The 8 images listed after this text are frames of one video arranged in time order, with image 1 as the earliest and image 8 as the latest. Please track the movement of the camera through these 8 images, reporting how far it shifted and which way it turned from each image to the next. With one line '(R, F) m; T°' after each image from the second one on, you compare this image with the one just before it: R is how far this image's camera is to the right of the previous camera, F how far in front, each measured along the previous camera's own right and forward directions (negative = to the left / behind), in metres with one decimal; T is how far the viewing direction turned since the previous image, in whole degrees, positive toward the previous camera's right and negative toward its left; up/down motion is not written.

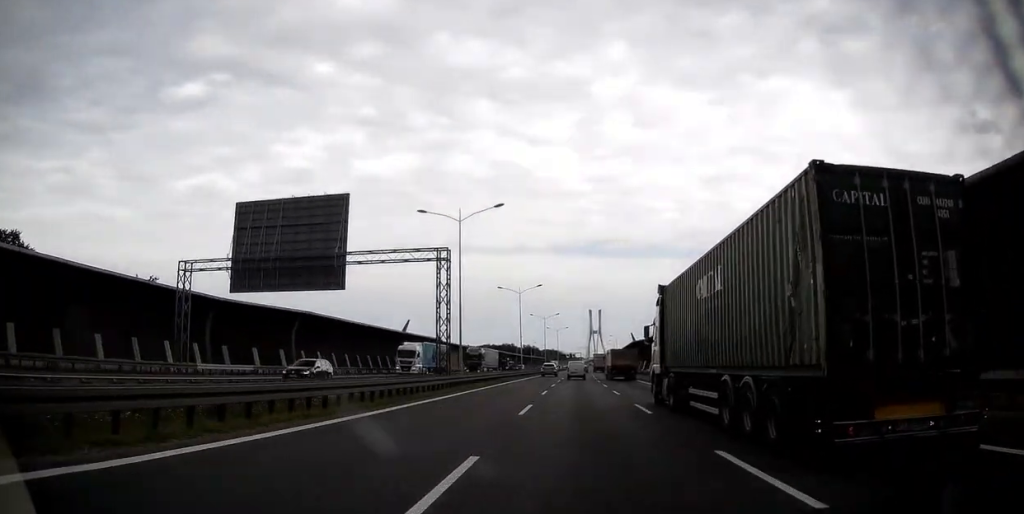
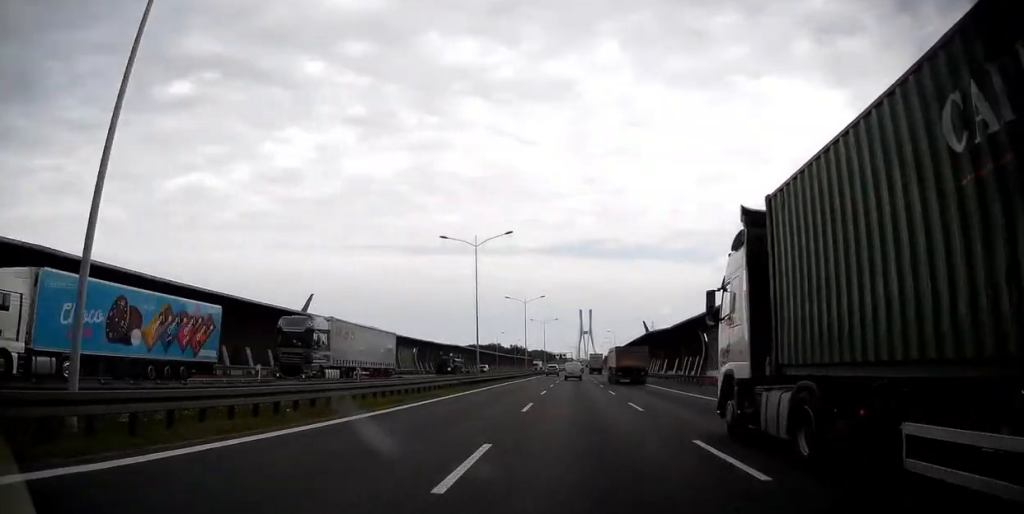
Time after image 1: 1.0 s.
(+0.3, +34.5) m; +1°
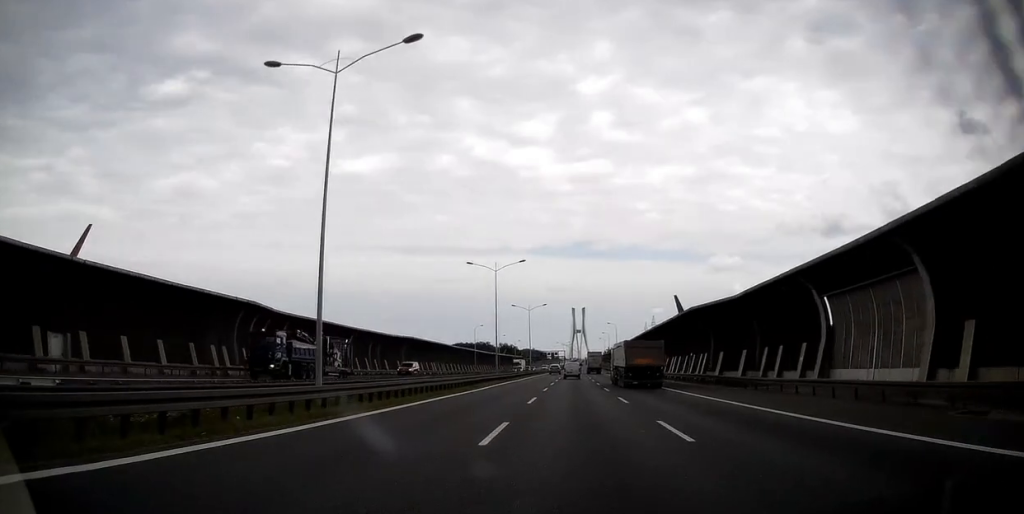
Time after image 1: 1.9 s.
(+0.4, +32.2) m; +1°
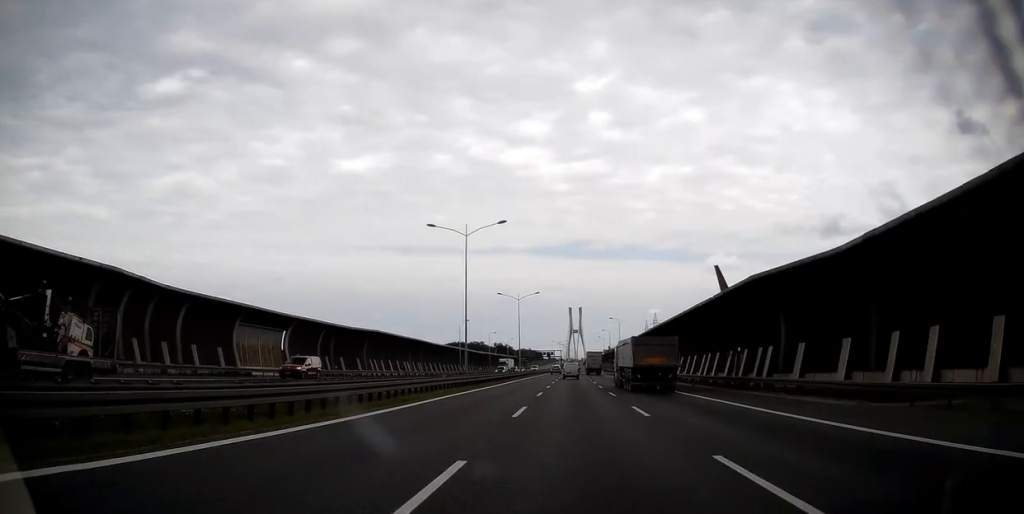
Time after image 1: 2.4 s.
(+0.1, +17.9) m; 0°
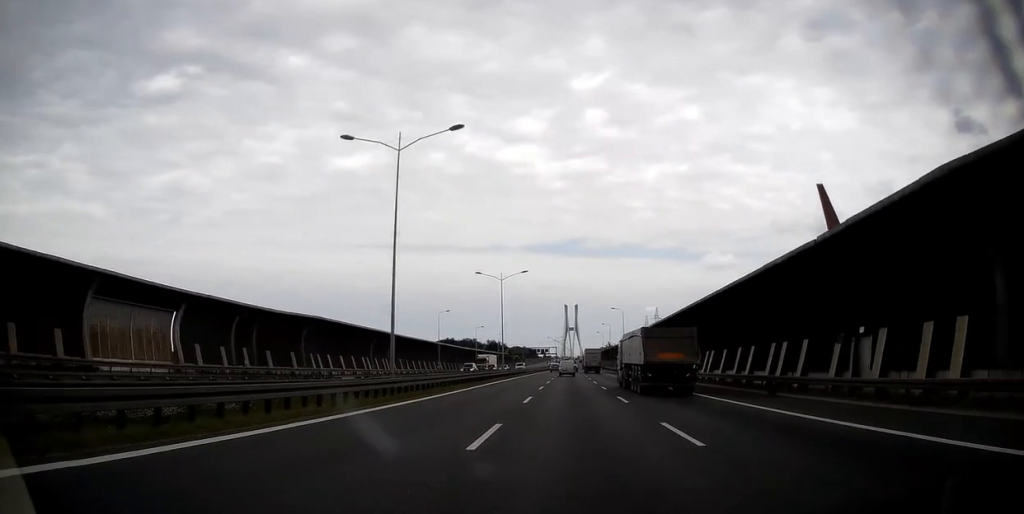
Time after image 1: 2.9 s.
(-0.1, +19.1) m; 0°
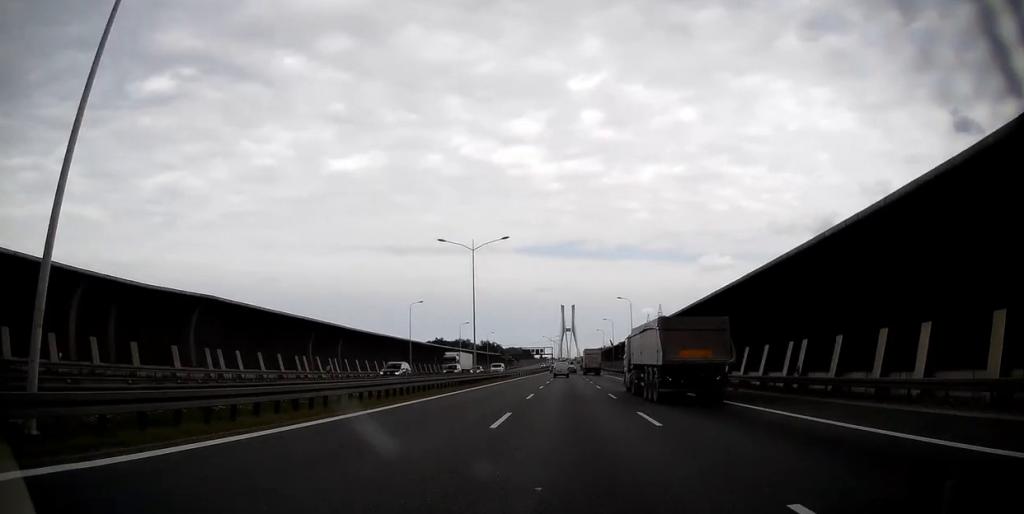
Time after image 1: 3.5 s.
(0.0, +20.3) m; 0°
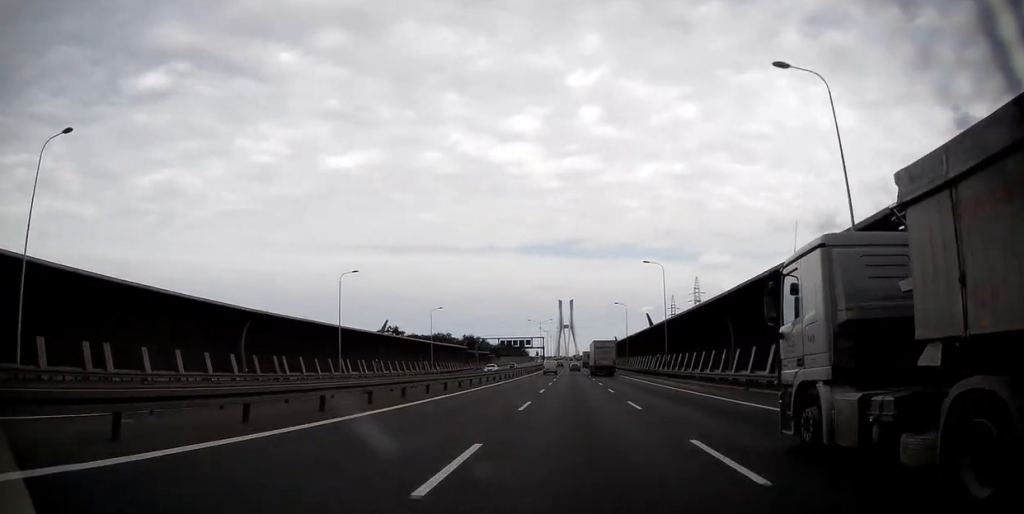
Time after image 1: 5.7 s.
(+0.8, +79.0) m; +1°
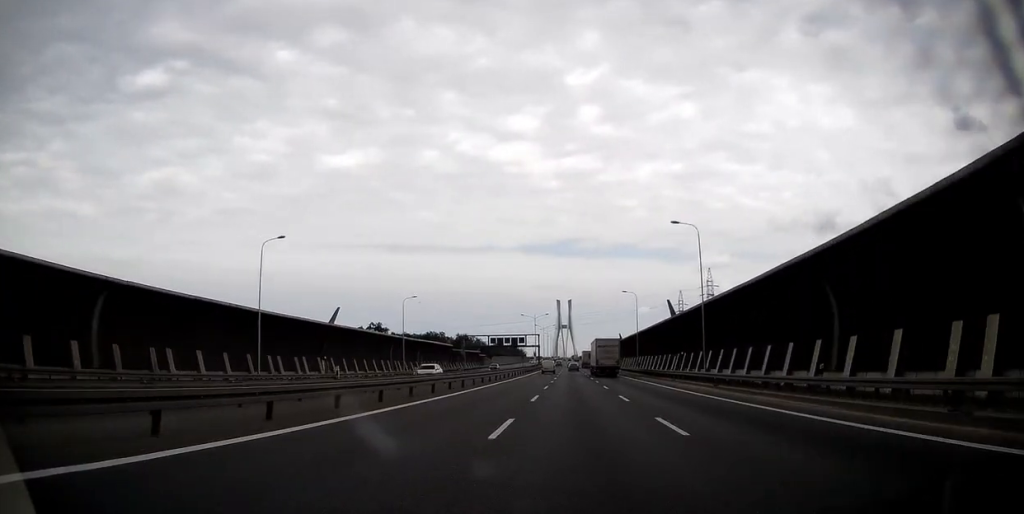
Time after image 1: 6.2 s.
(0.0, +19.1) m; 0°
